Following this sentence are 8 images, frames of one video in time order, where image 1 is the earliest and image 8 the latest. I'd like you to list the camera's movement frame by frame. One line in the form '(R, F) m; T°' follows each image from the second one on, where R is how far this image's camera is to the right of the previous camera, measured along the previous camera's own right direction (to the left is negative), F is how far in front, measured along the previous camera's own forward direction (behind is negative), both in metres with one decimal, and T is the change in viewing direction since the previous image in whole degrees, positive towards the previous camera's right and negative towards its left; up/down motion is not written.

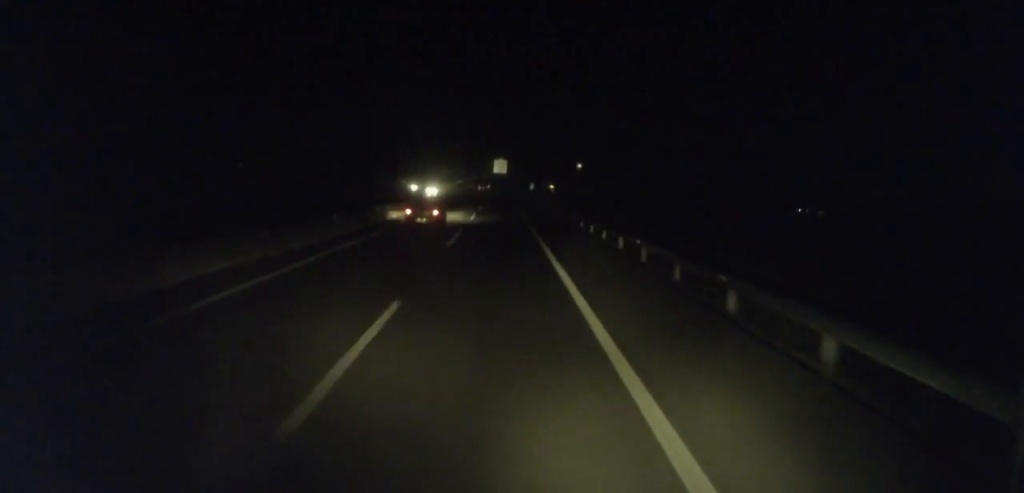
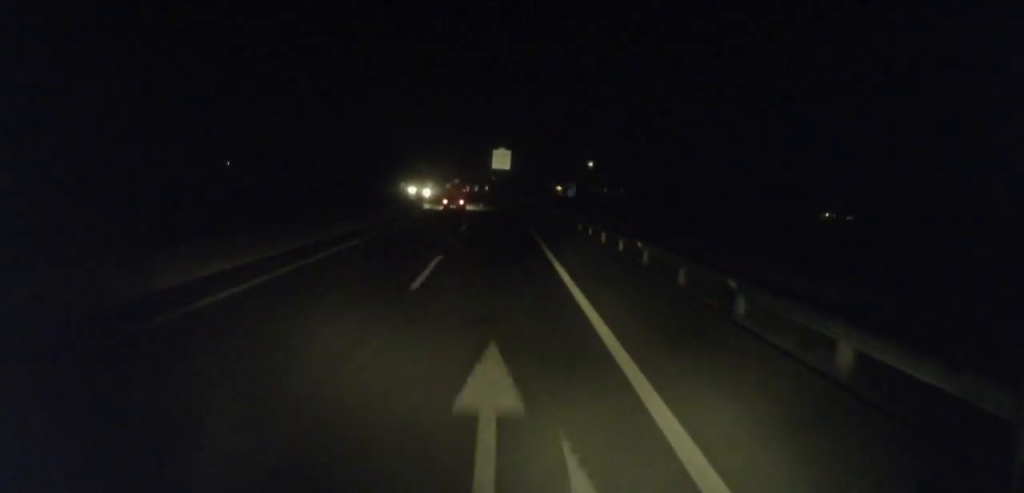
(+0.2, +60.3) m; 0°
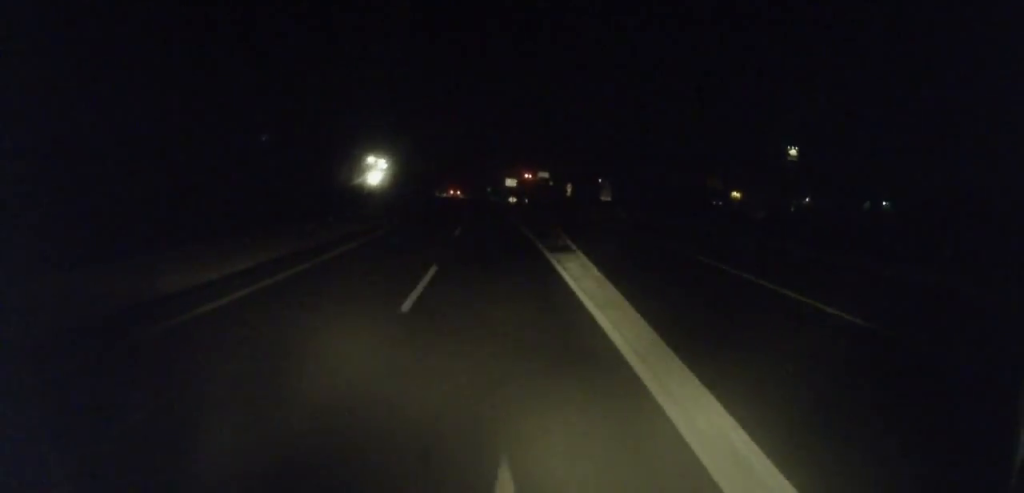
(-13.8, +221.4) m; -9°
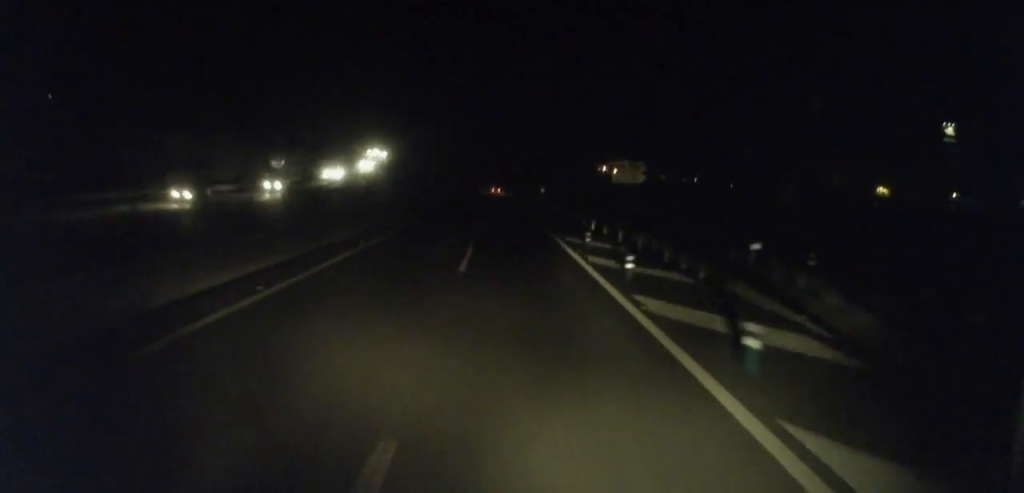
(-2.8, +79.3) m; -3°
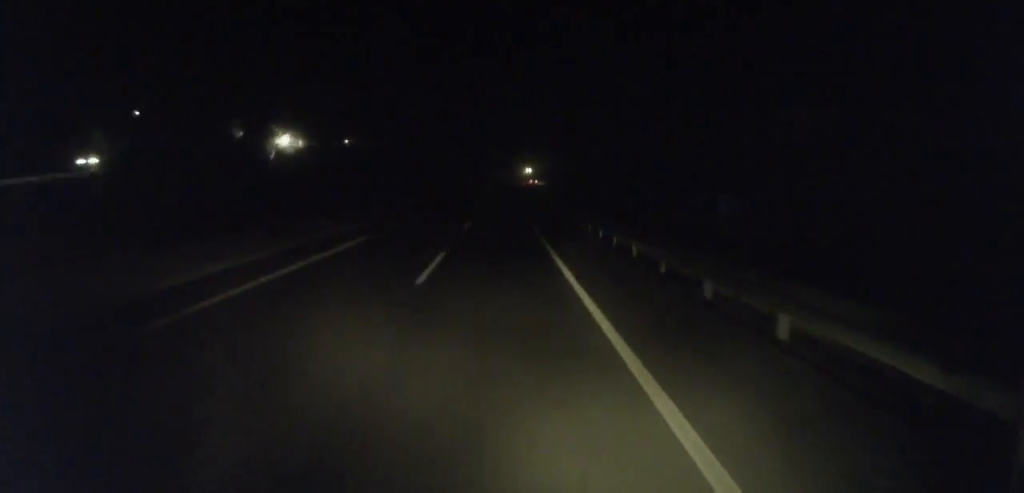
(-1.8, +85.6) m; -1°
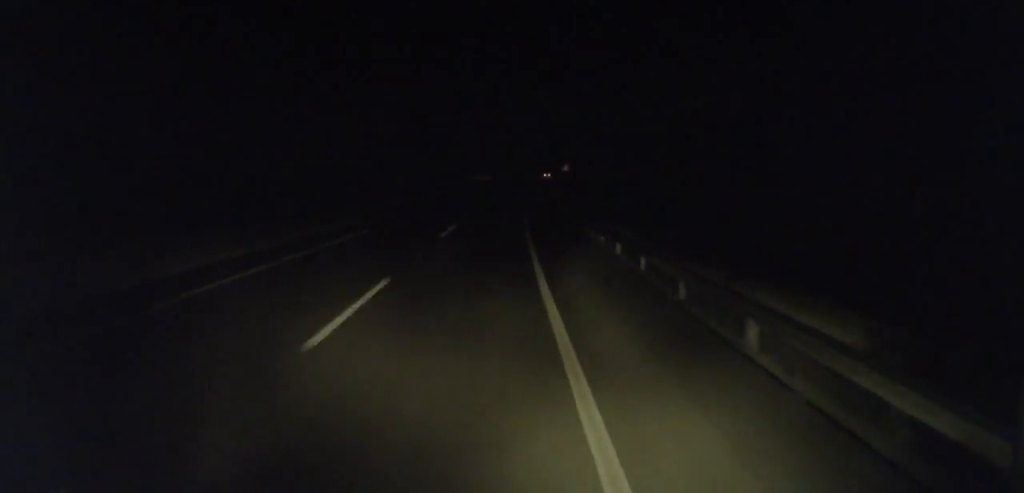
(+2.5, +122.1) m; +3°
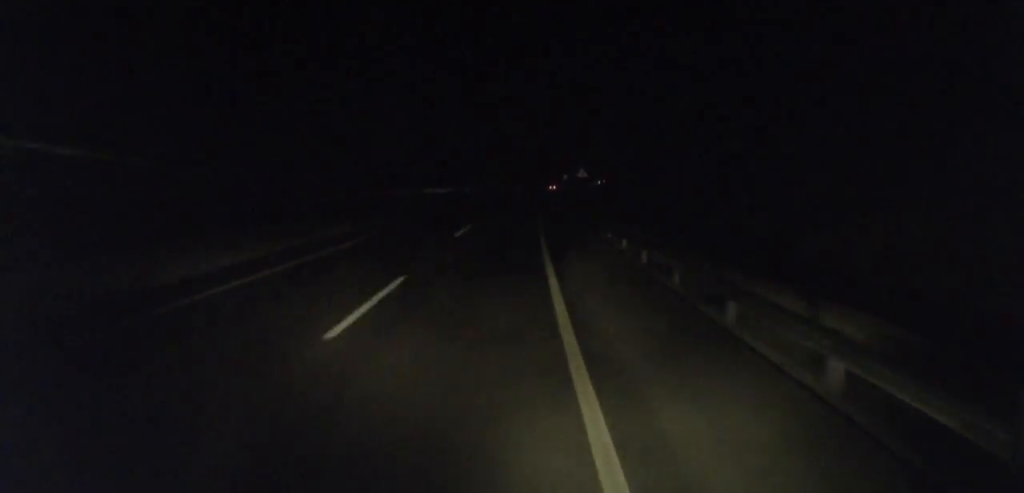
(+0.8, +49.5) m; +2°
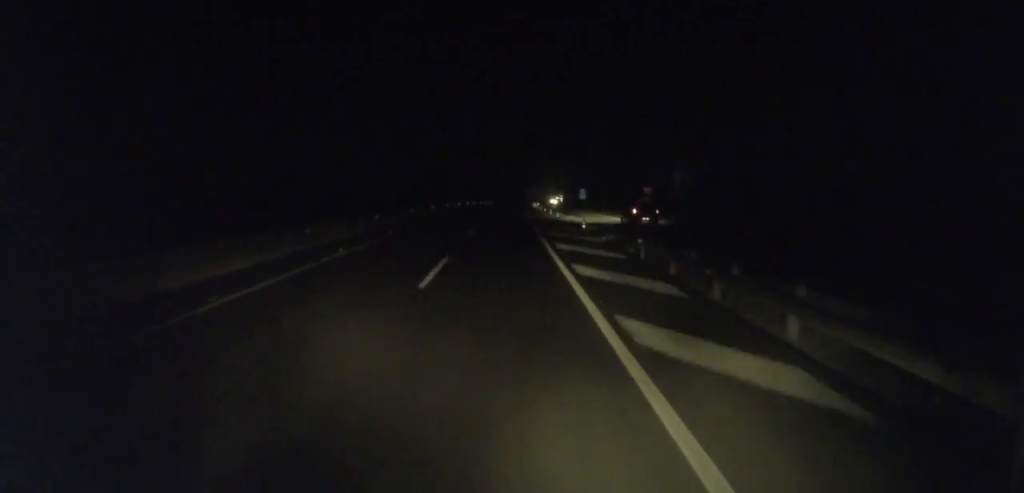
(+4.2, +112.8) m; +5°
